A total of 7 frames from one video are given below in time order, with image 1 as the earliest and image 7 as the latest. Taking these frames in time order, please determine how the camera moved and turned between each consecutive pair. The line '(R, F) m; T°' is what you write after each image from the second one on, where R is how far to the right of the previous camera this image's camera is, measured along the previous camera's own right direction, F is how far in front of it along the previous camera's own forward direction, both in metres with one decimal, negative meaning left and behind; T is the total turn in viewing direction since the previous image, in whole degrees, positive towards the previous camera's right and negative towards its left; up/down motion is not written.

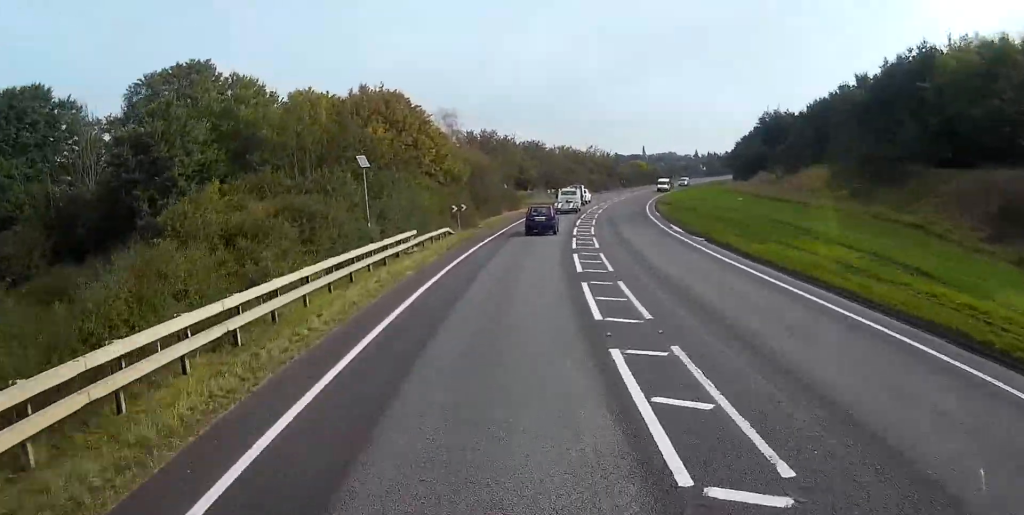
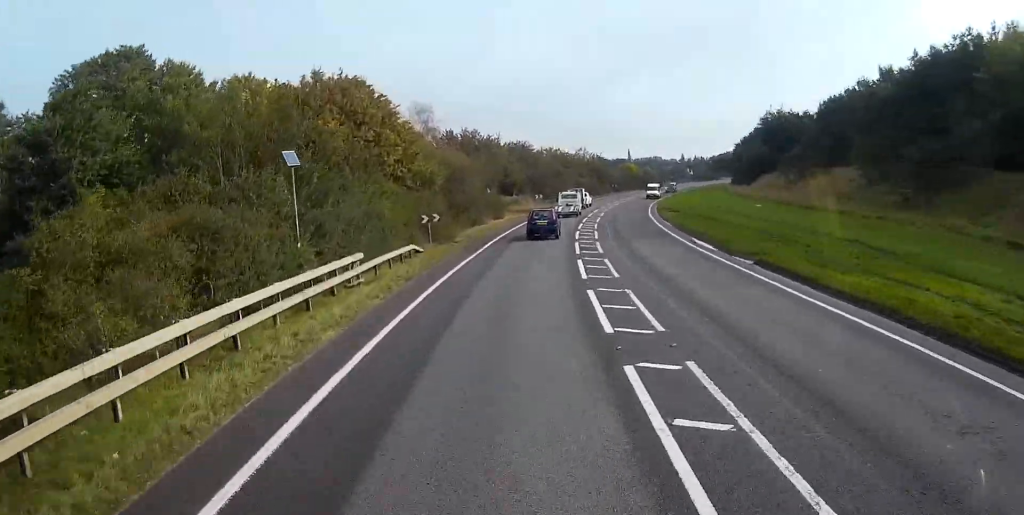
(0.0, +9.5) m; 0°
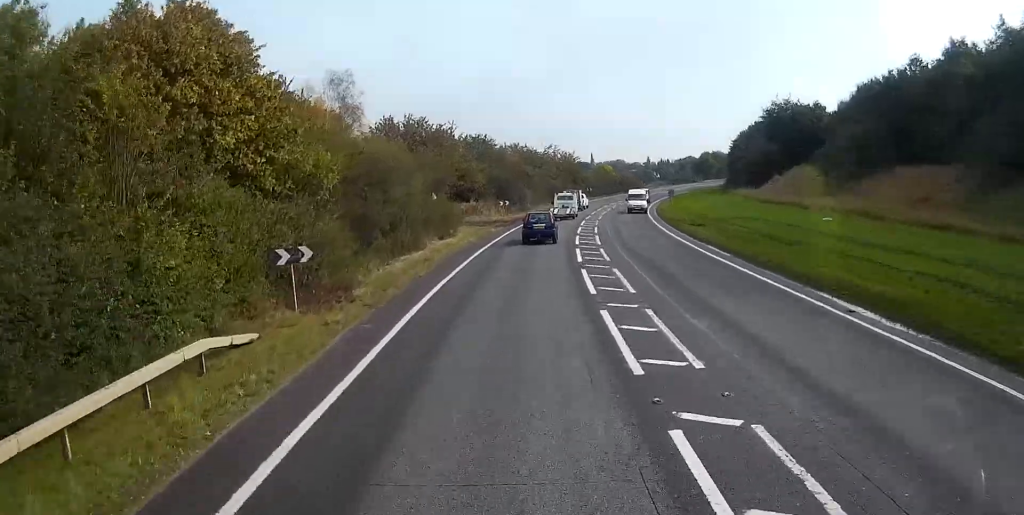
(0.0, +20.4) m; 0°
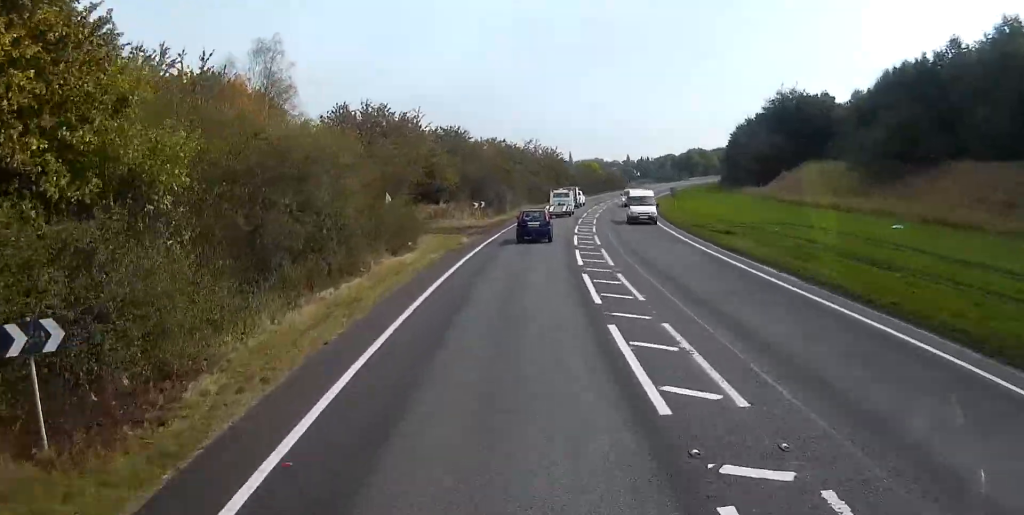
(0.0, +10.8) m; 0°
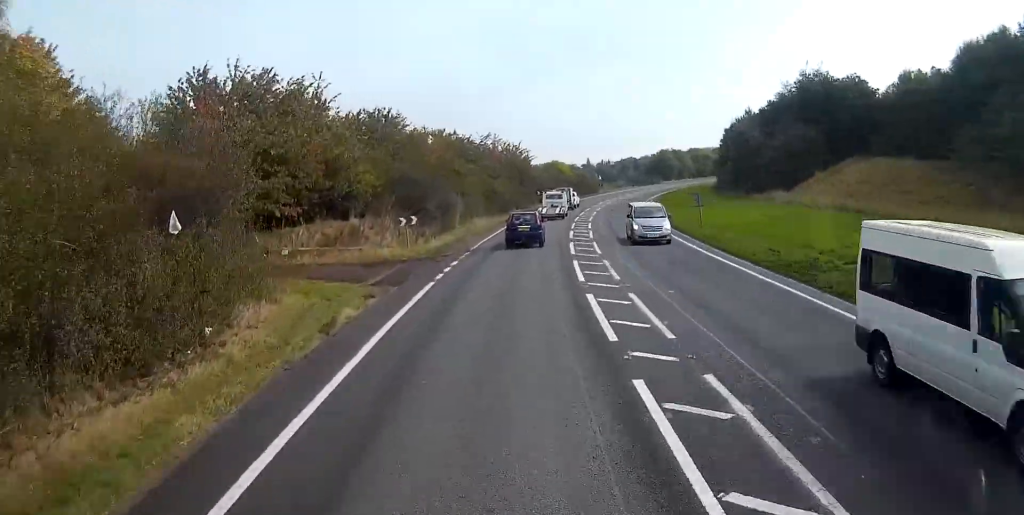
(0.0, +21.4) m; 0°
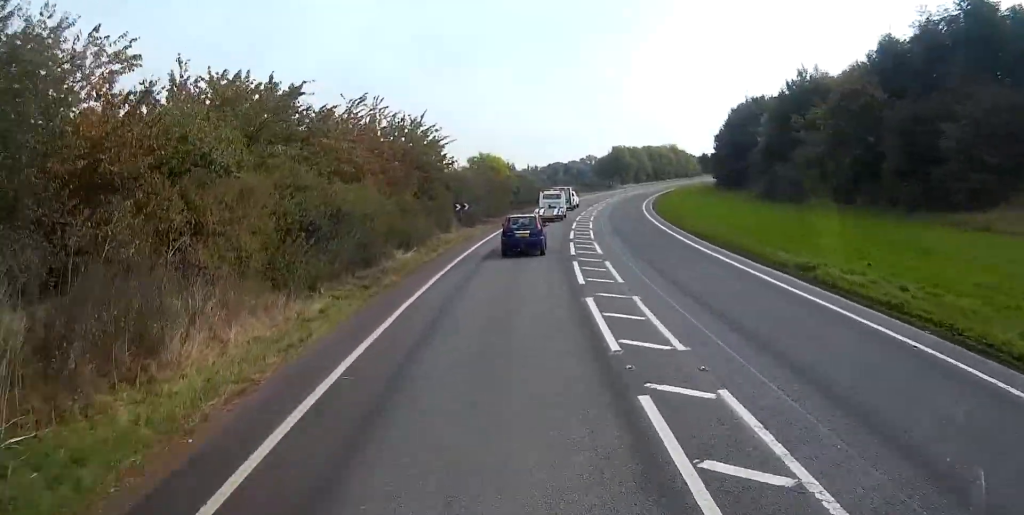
(0.0, +43.3) m; 0°
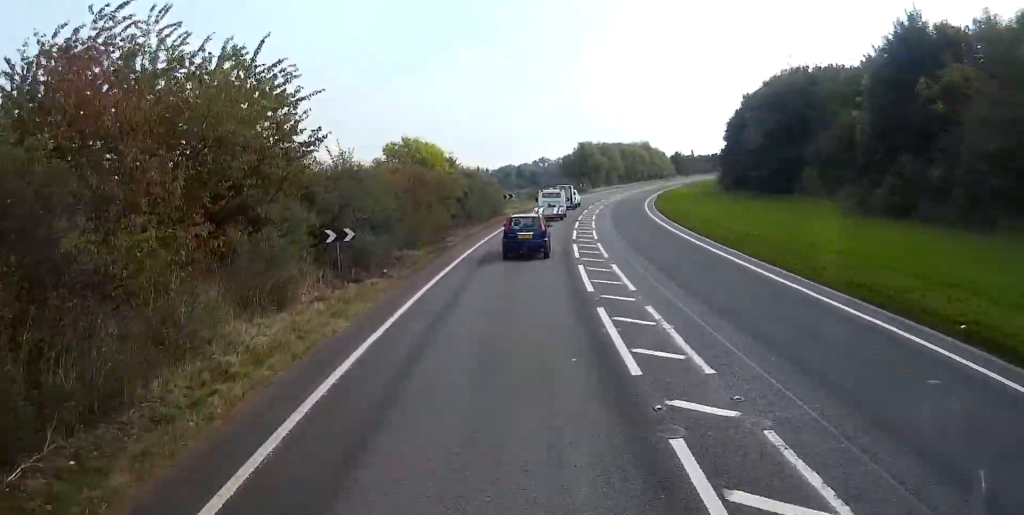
(0.0, +27.5) m; 0°
